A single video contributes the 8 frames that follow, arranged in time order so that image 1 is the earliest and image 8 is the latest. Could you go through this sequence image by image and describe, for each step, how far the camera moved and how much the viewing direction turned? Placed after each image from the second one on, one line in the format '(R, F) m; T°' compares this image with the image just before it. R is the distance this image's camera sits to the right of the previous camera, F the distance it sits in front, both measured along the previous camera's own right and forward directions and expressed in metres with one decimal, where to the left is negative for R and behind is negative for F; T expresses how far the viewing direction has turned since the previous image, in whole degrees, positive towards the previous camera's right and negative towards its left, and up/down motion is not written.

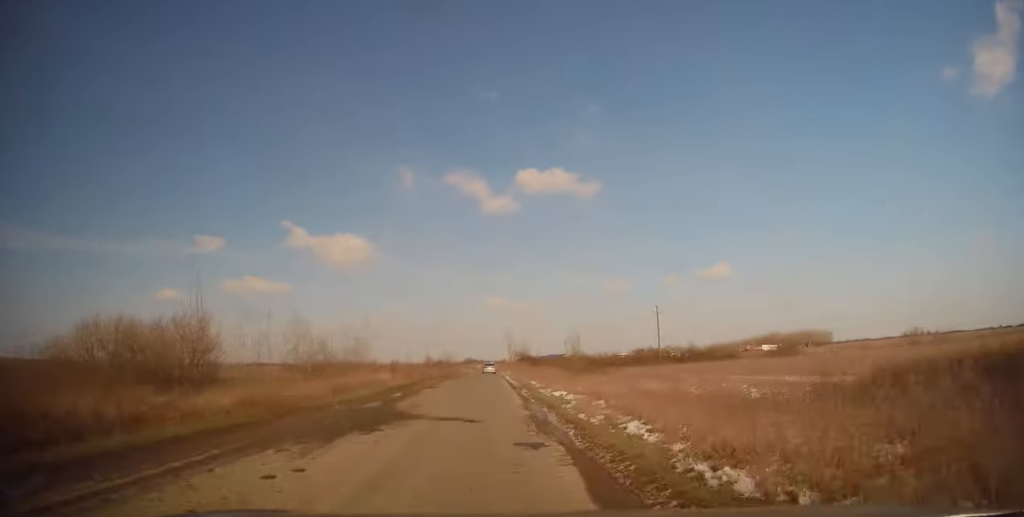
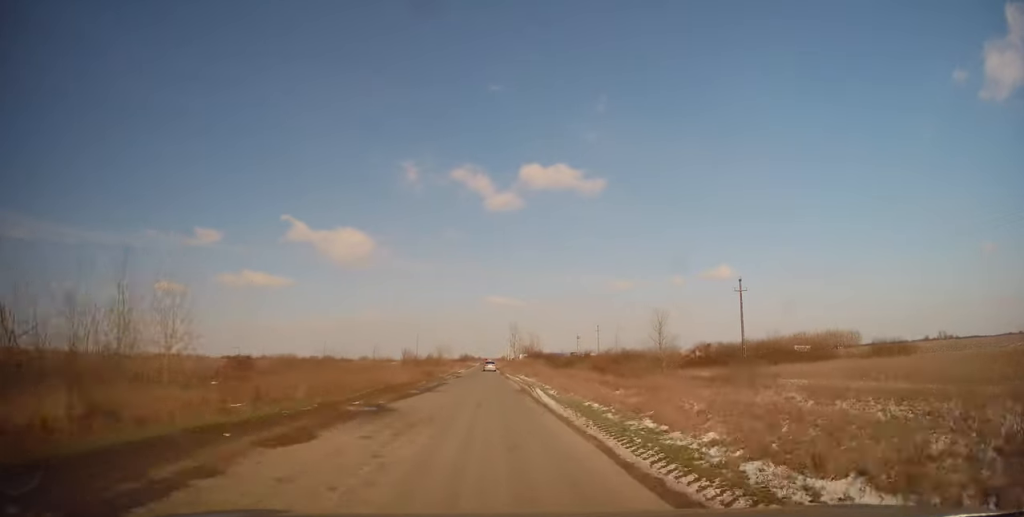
(+0.2, +30.4) m; 0°
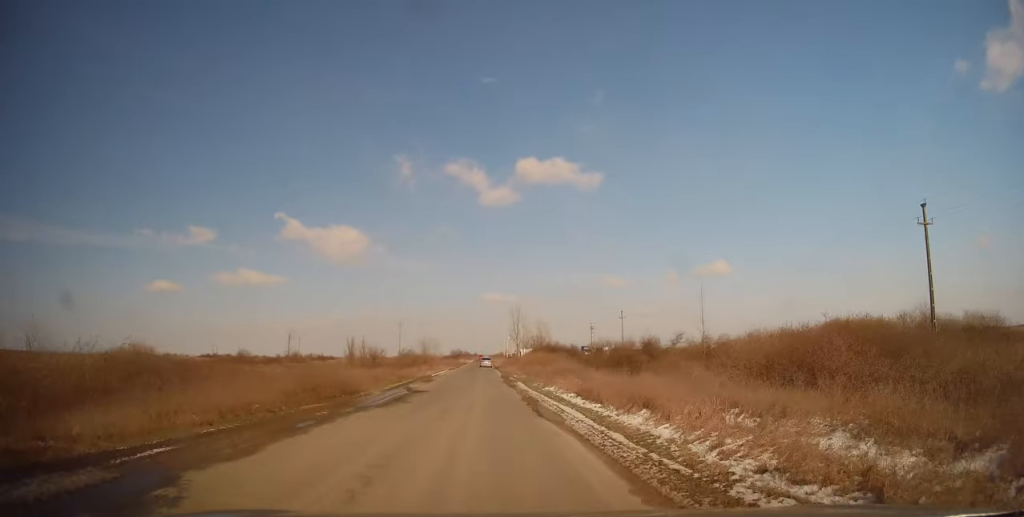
(-0.2, +29.5) m; 0°
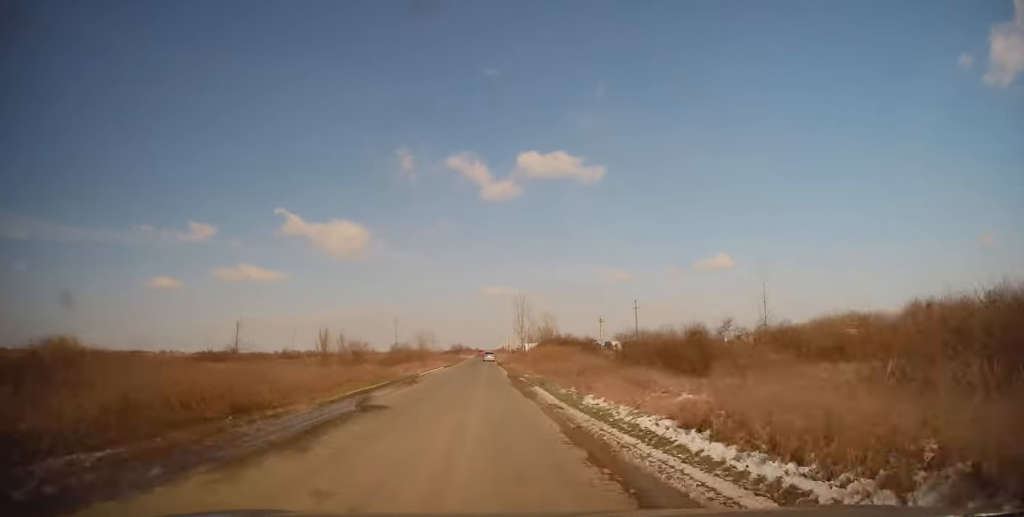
(+0.2, +9.3) m; 0°
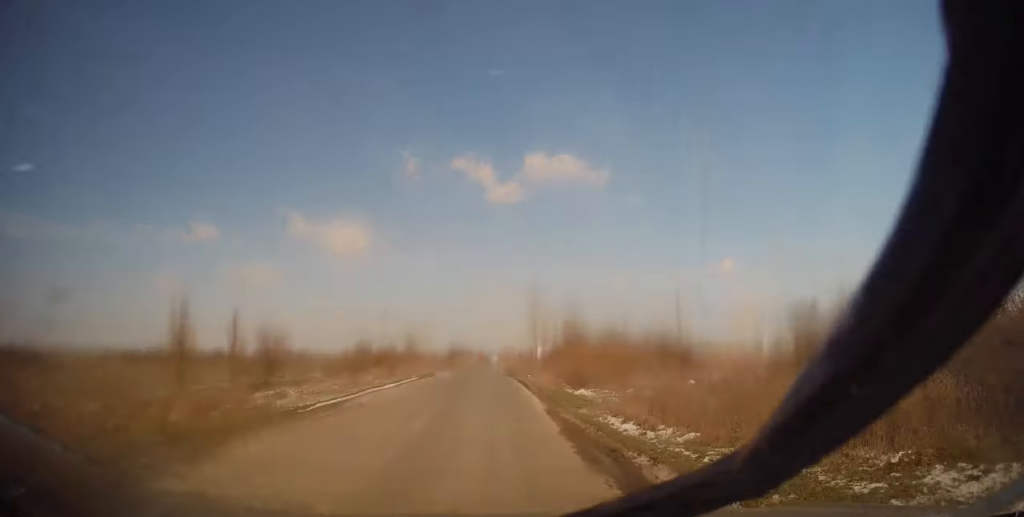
(-0.2, +21.7) m; 0°
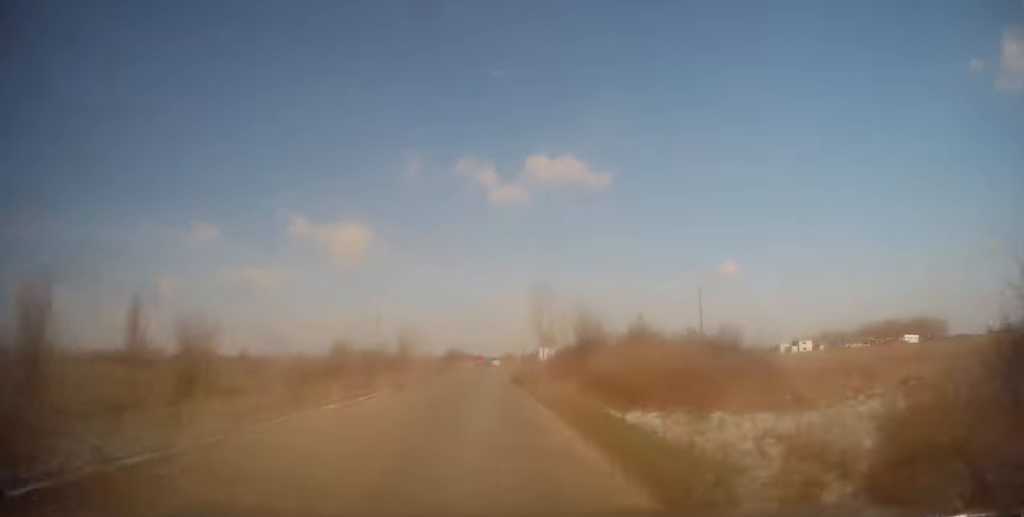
(+0.1, +8.7) m; 0°
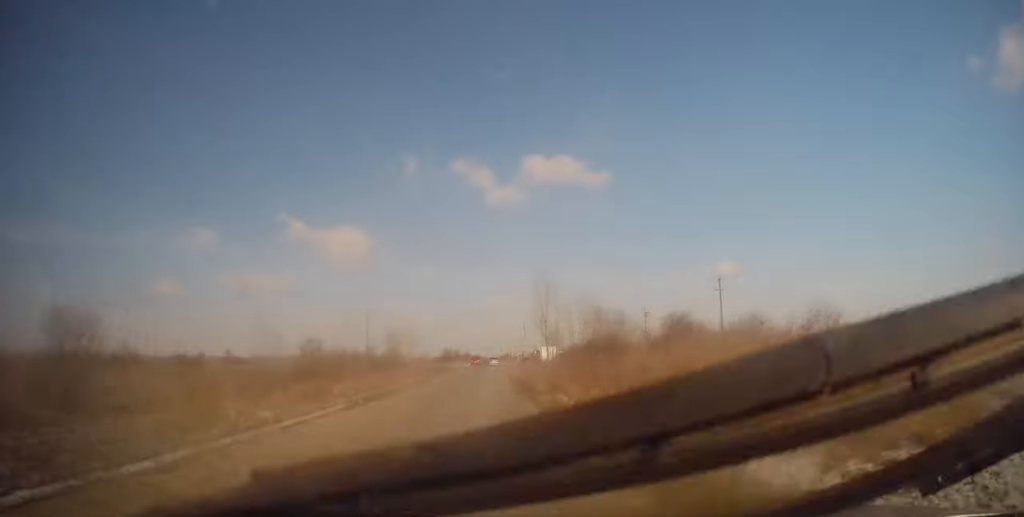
(+0.1, +7.5) m; 0°
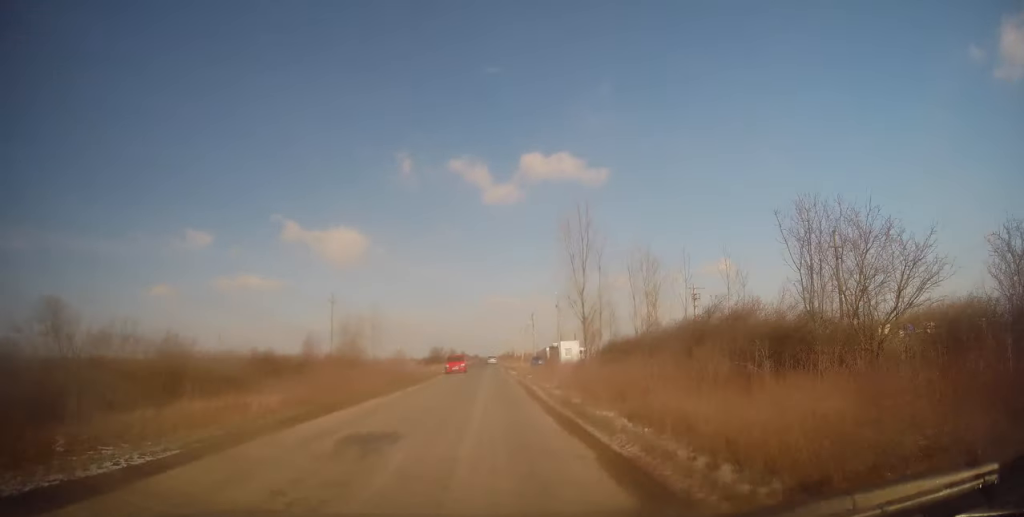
(-0.2, +25.1) m; 0°
